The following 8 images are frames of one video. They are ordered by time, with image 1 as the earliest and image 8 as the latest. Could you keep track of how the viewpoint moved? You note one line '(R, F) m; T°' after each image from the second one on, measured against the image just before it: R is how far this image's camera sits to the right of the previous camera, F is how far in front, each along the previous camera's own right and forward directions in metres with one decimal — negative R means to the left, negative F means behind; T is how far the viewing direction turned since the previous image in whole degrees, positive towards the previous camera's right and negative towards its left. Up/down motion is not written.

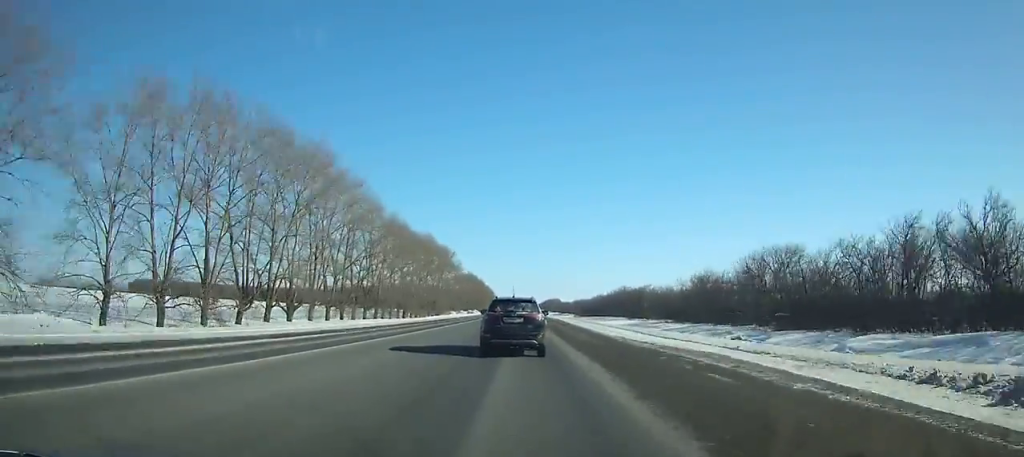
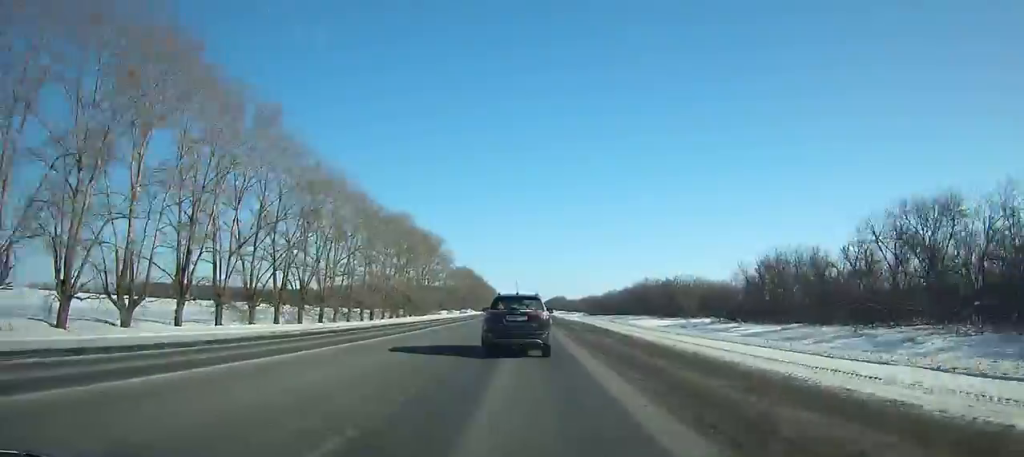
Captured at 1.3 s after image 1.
(0.0, +30.6) m; 0°
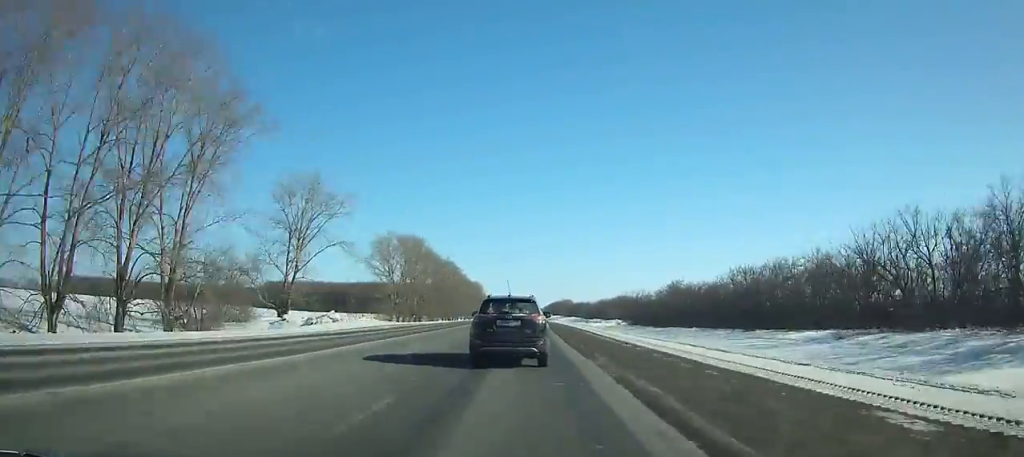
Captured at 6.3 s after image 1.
(-0.1, +117.8) m; 0°
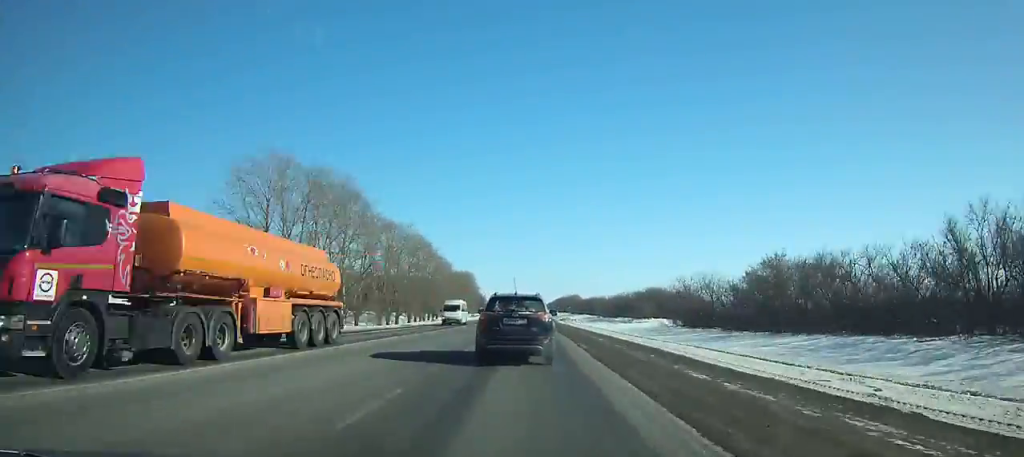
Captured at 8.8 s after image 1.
(-0.1, +59.4) m; 0°
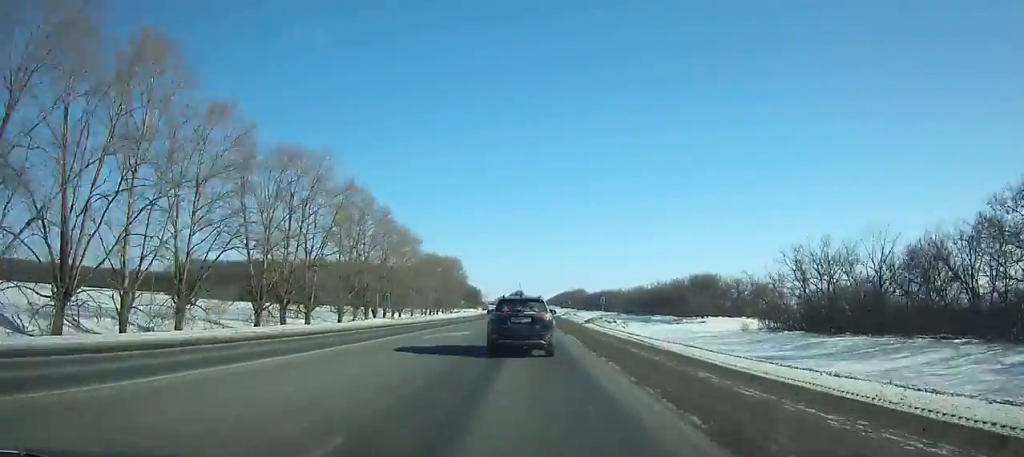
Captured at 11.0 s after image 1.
(-0.1, +53.0) m; 0°
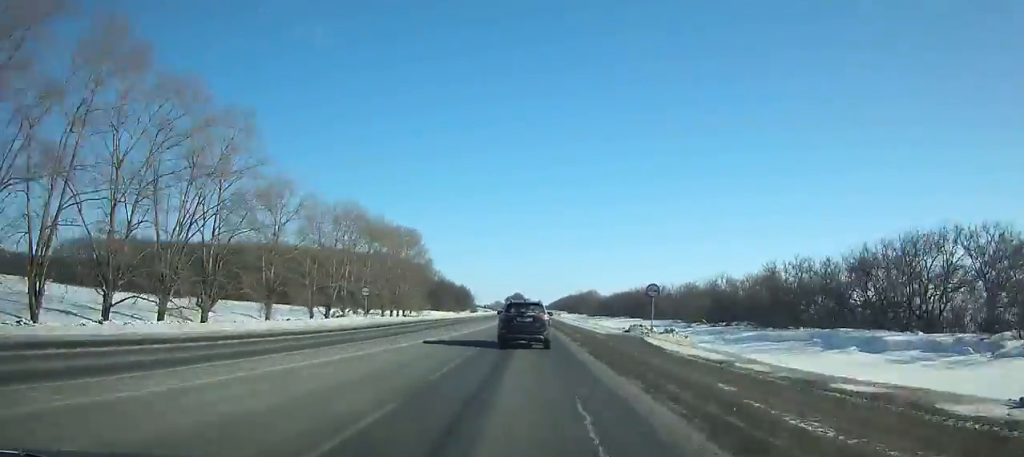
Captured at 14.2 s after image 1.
(0.0, +79.0) m; 0°
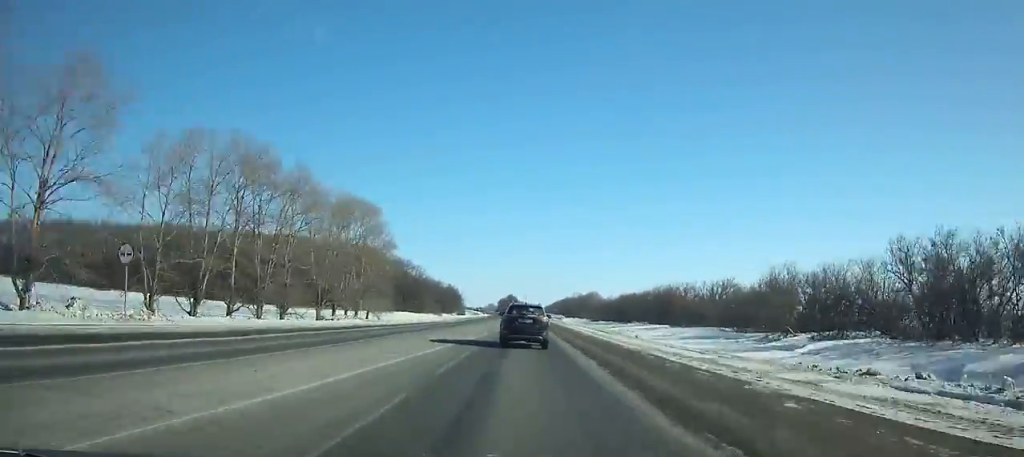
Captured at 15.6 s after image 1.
(0.0, +35.1) m; 0°
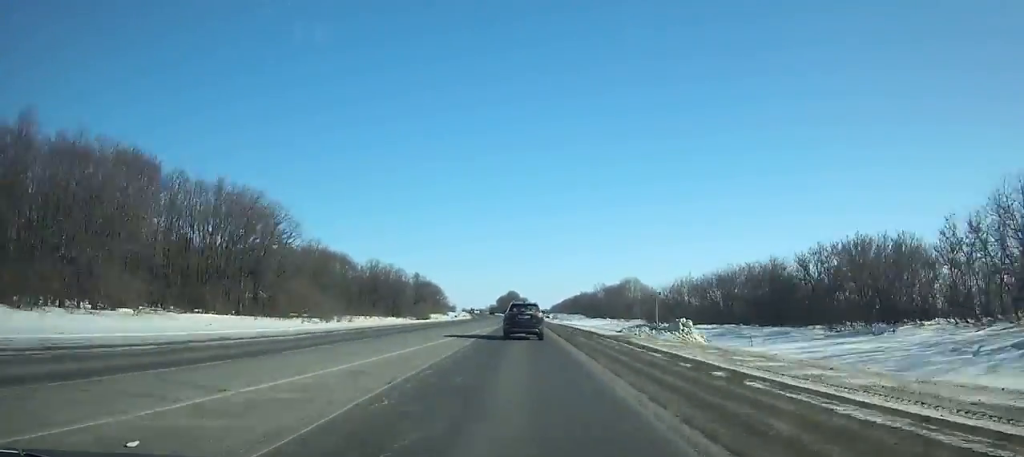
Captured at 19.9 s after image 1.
(-0.2, +111.5) m; -1°
